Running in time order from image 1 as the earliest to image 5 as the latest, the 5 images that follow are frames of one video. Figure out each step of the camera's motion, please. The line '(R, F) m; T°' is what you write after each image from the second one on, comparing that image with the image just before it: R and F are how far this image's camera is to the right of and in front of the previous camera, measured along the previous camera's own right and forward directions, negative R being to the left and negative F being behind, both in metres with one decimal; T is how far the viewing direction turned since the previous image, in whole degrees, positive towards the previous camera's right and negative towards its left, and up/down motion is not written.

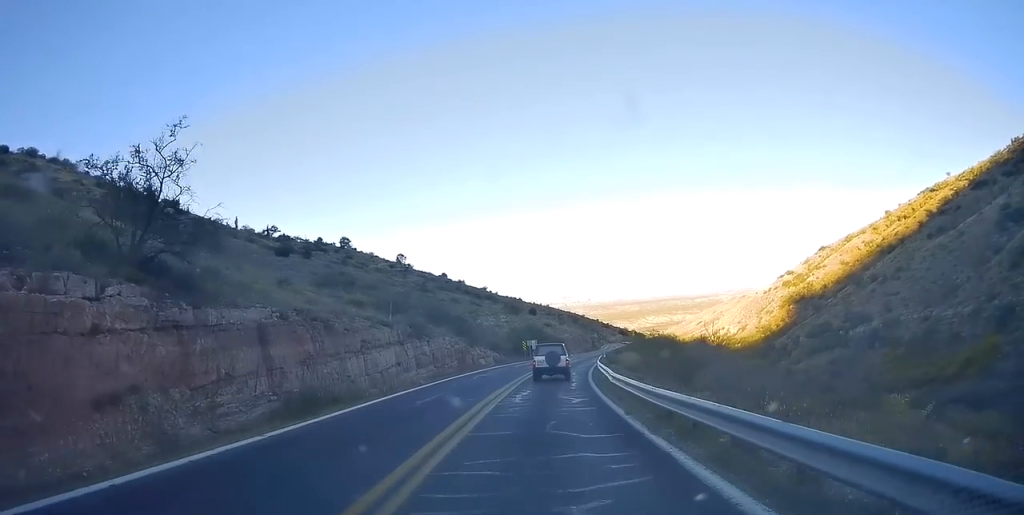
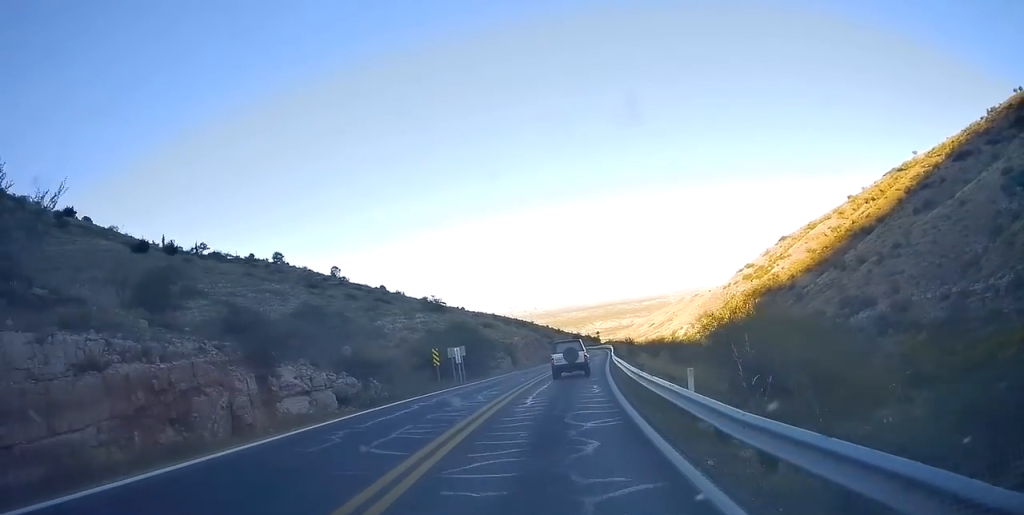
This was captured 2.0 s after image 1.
(+0.1, +31.6) m; +2°
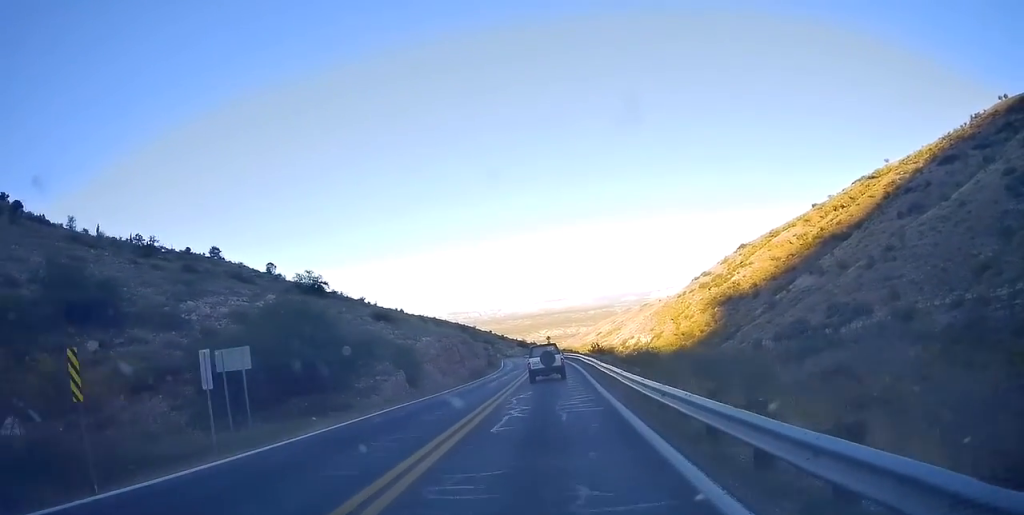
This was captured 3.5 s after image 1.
(+1.5, +24.9) m; +6°
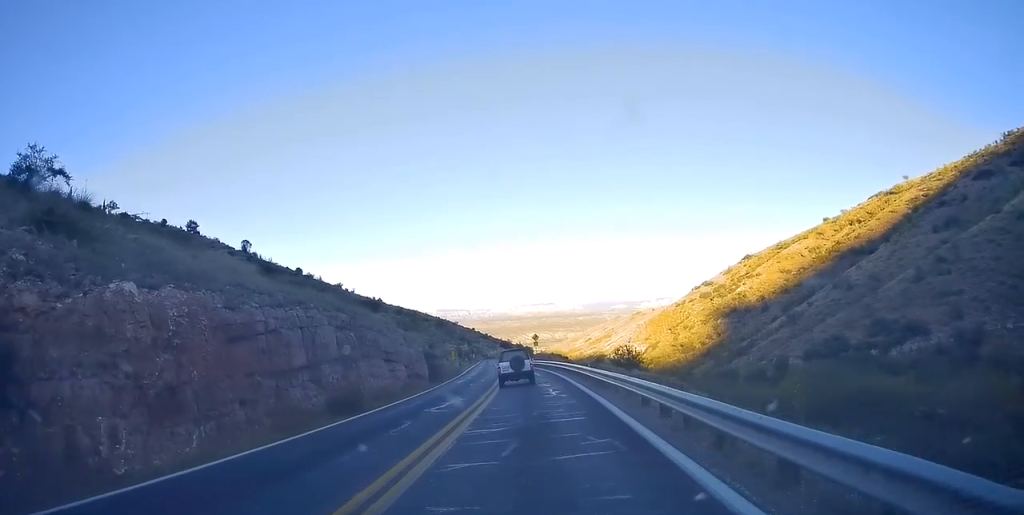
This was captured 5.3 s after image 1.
(+0.7, +29.5) m; +1°
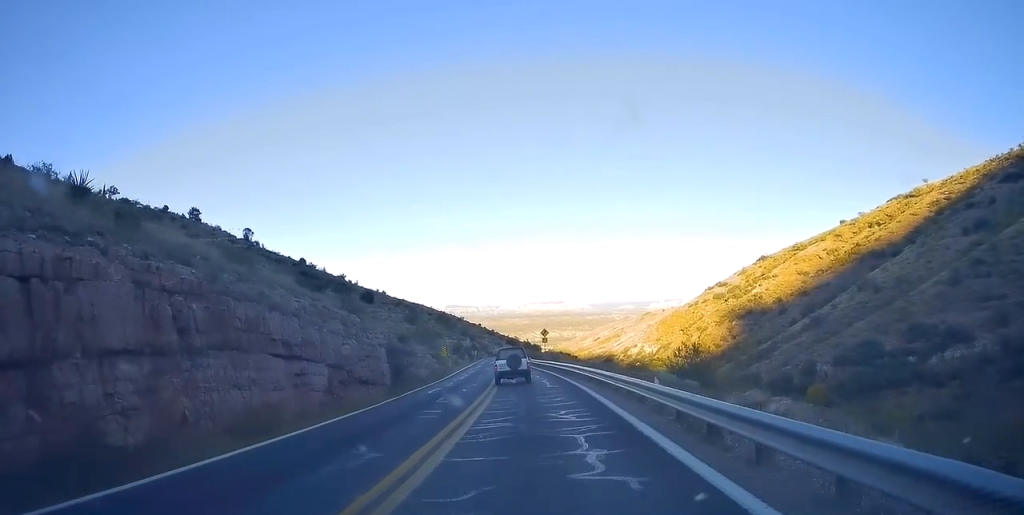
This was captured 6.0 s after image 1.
(-0.1, +12.3) m; -1°
